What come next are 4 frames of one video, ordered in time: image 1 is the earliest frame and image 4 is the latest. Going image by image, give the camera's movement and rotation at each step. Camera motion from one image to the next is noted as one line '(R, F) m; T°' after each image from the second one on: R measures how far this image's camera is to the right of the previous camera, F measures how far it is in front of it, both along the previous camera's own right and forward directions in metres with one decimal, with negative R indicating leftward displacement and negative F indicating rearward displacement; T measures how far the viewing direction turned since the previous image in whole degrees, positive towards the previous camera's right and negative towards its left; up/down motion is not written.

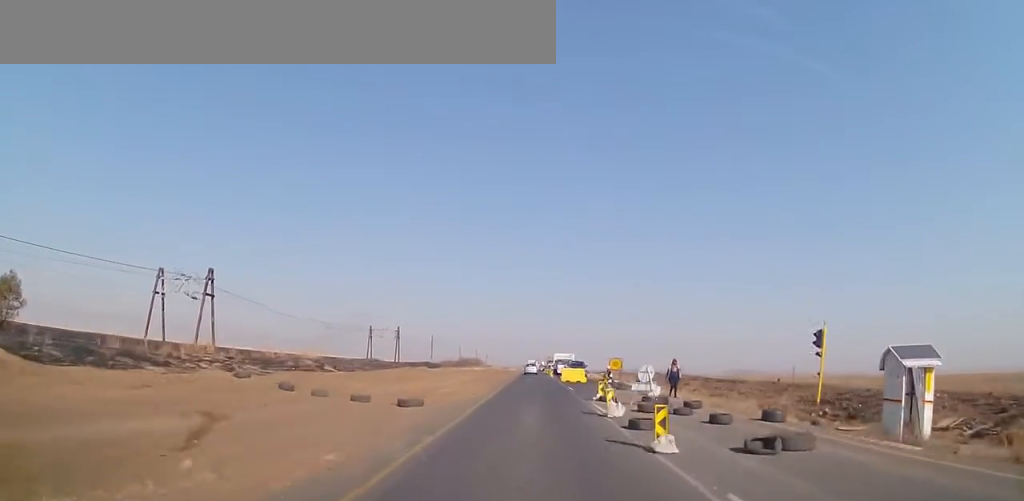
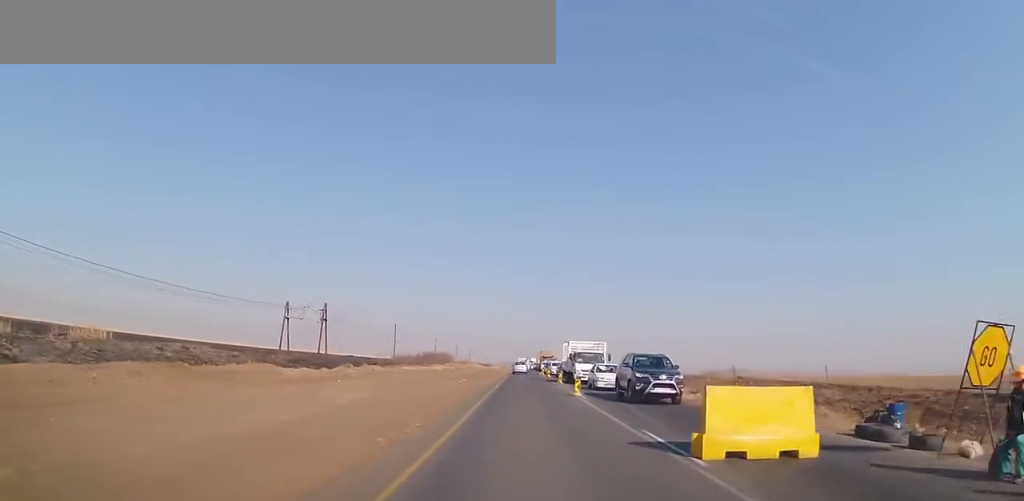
(-0.4, +35.7) m; -1°
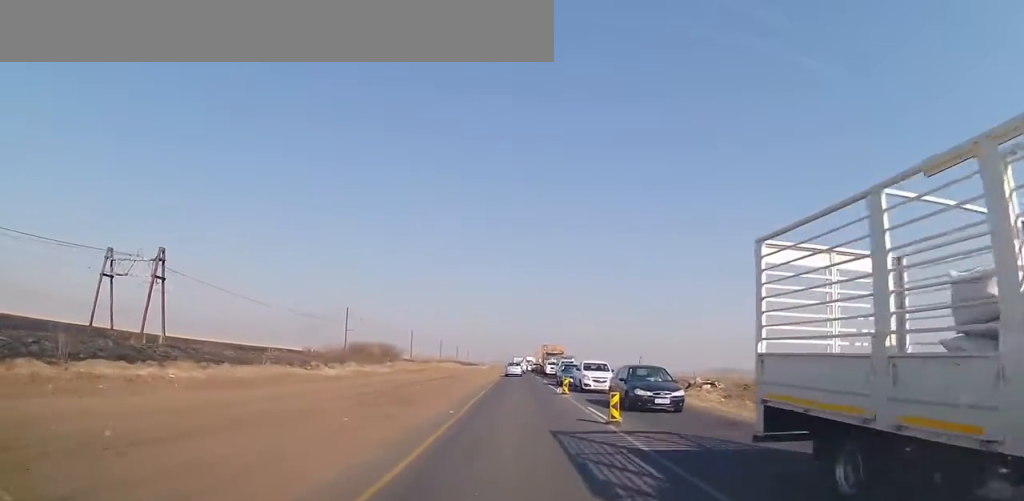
(+1.2, +36.8) m; +2°
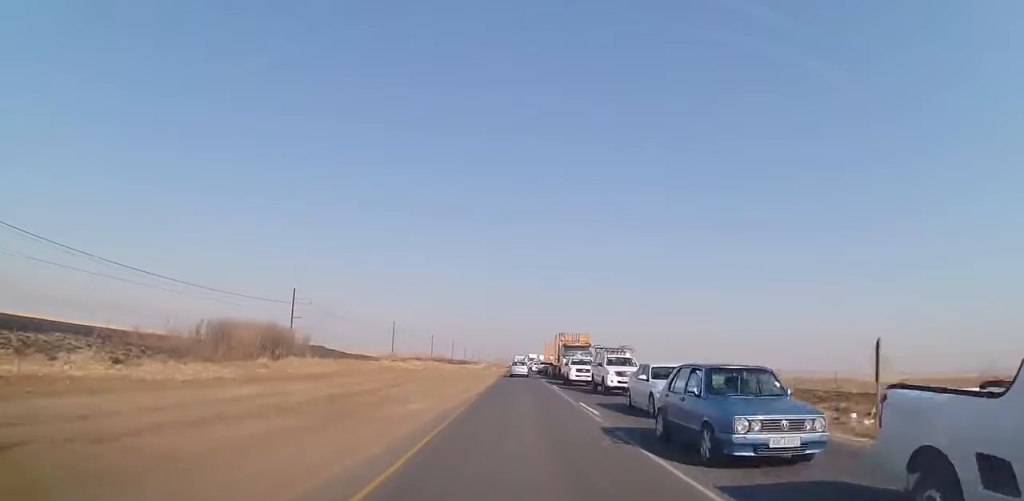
(-0.6, +26.5) m; -1°
